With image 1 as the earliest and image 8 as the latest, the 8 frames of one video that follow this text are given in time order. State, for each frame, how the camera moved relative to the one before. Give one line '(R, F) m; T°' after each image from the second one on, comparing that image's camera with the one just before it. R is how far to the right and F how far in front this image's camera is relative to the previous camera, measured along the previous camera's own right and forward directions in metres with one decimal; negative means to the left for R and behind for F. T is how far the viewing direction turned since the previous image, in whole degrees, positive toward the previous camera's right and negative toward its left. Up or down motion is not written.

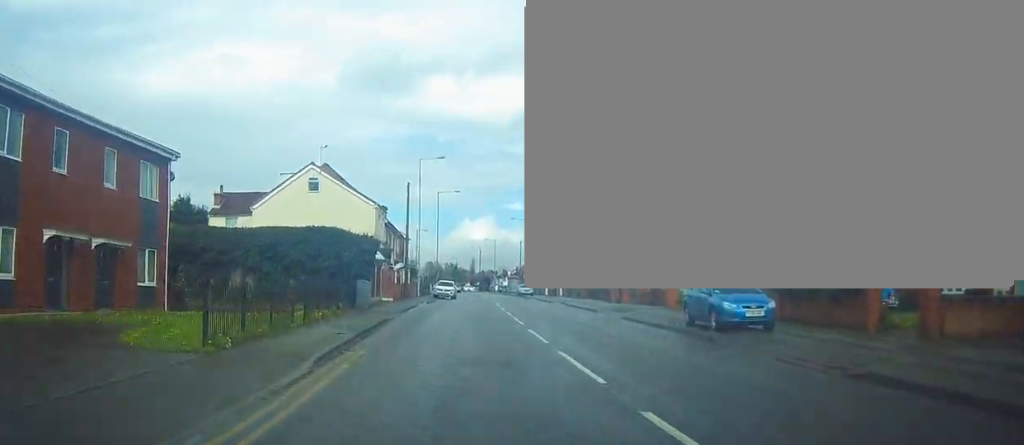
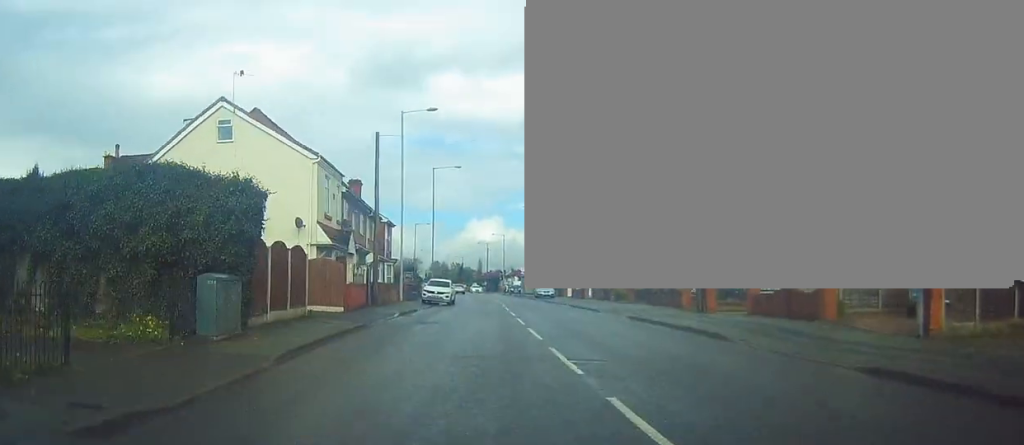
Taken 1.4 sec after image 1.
(-0.6, +17.1) m; -2°
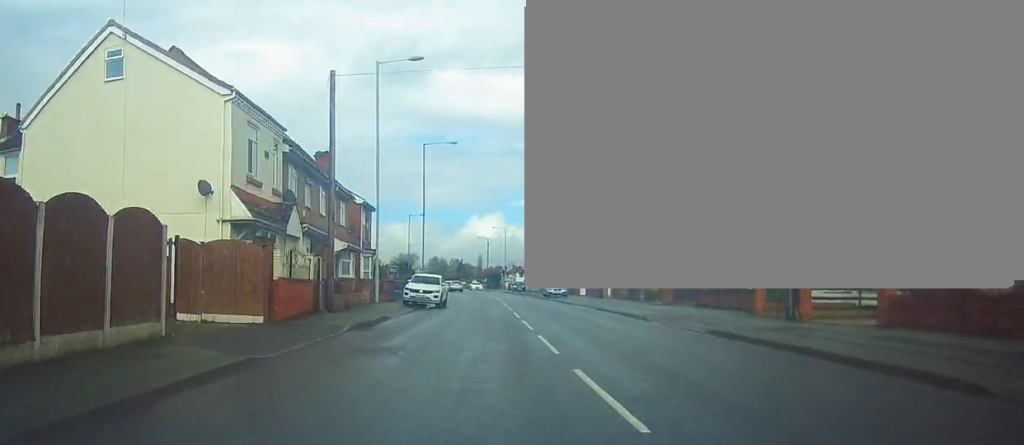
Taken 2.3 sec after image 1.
(0.0, +9.8) m; +1°
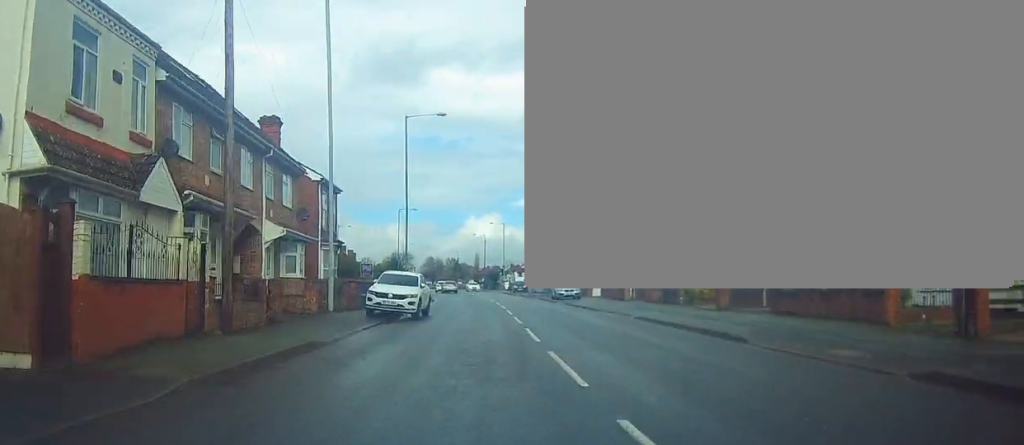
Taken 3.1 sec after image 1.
(+0.2, +9.5) m; +1°
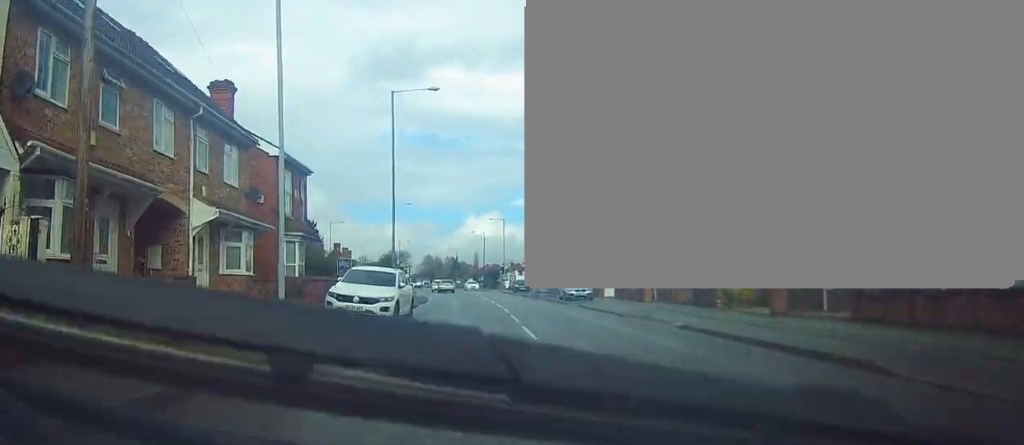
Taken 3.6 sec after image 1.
(0.0, +5.9) m; -1°
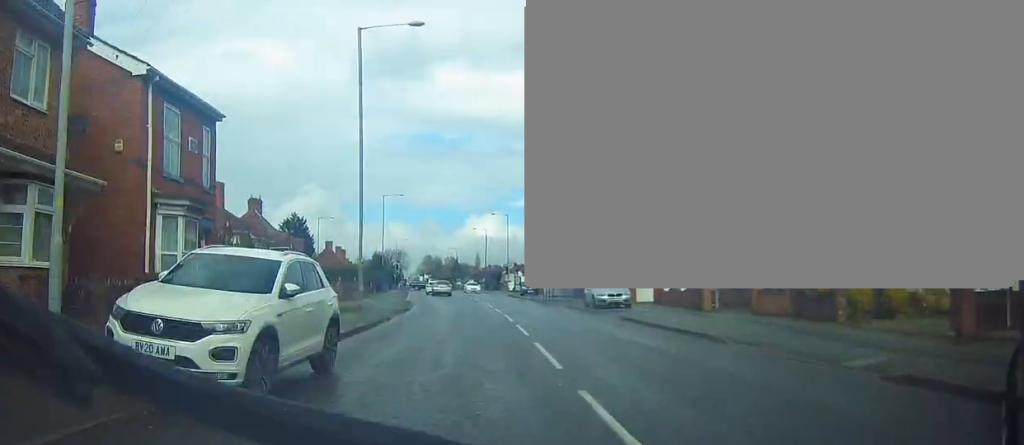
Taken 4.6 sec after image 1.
(-0.2, +10.6) m; +1°
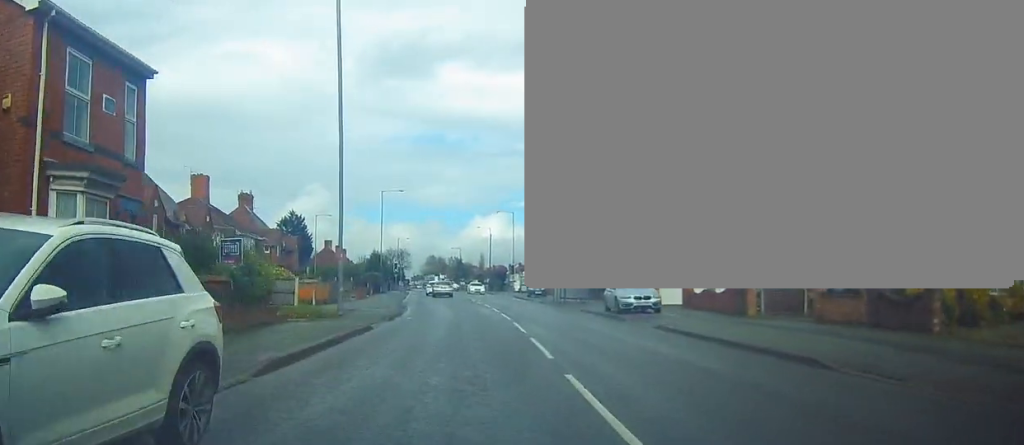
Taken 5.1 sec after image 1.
(+0.1, +4.7) m; 0°
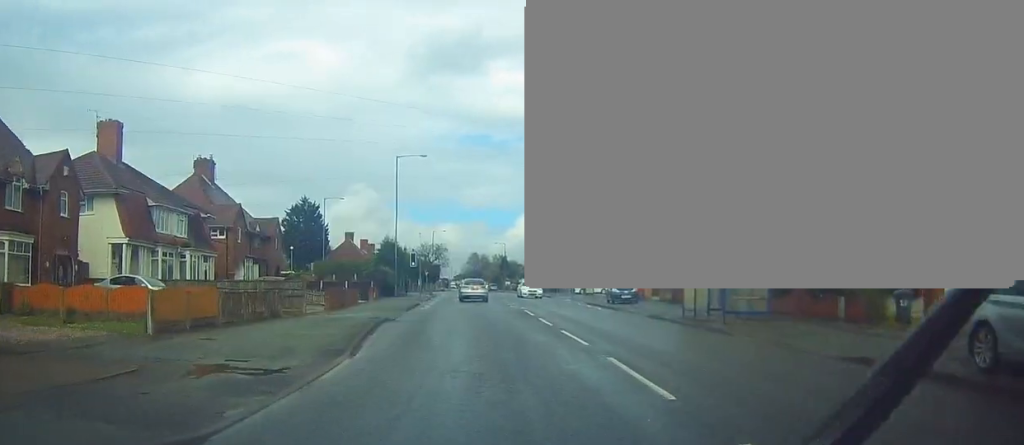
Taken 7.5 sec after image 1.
(-1.2, +22.2) m; -6°
